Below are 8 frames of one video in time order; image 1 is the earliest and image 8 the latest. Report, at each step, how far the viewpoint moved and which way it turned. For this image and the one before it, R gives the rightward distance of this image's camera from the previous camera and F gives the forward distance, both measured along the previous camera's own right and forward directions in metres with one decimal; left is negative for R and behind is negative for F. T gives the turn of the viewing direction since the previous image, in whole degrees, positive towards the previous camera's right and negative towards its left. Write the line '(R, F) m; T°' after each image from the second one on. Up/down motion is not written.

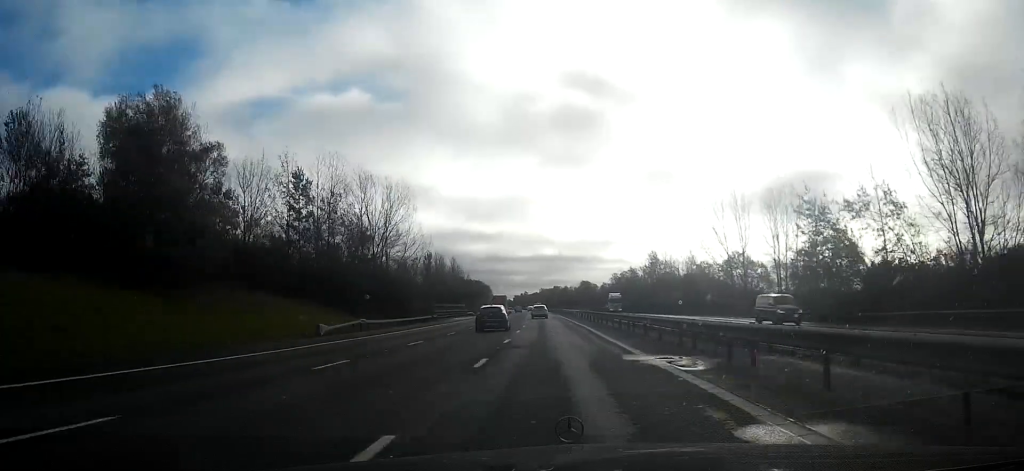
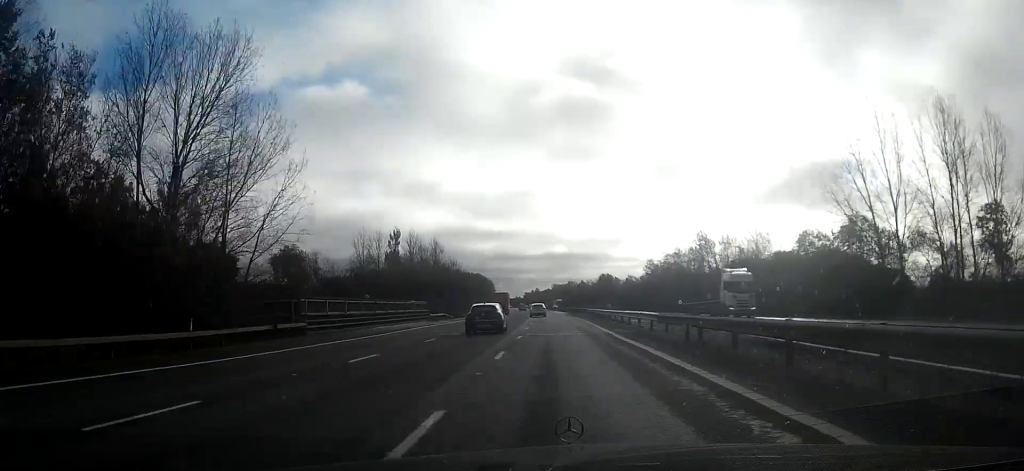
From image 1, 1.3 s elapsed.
(-0.6, +44.5) m; -1°
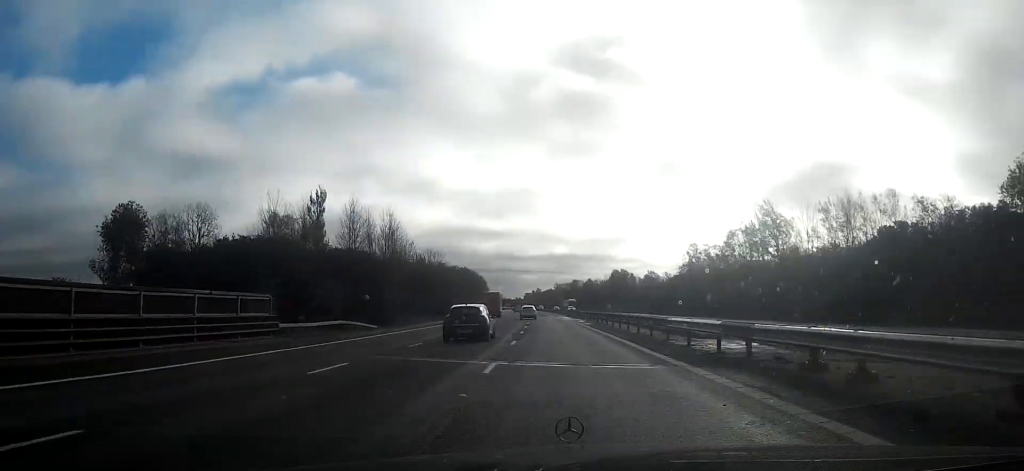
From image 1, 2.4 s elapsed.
(-0.1, +39.4) m; -1°
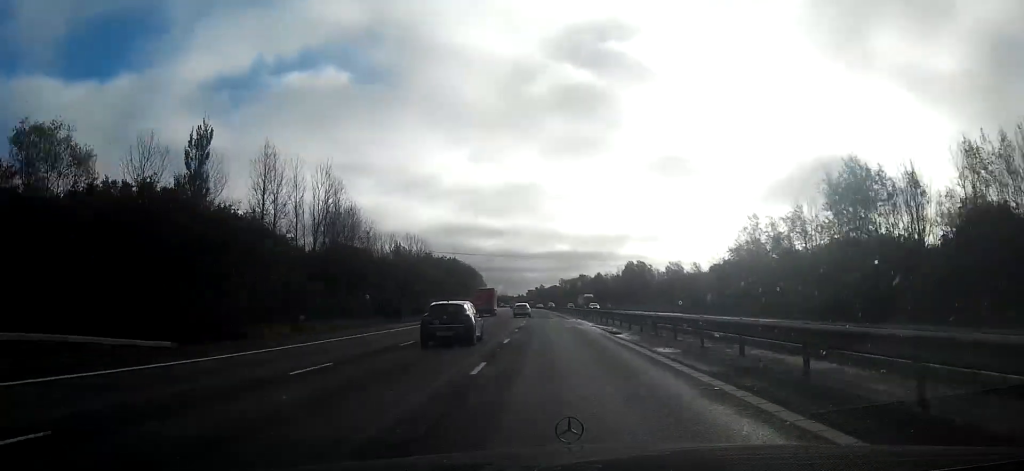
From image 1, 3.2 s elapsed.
(-0.2, +28.1) m; 0°
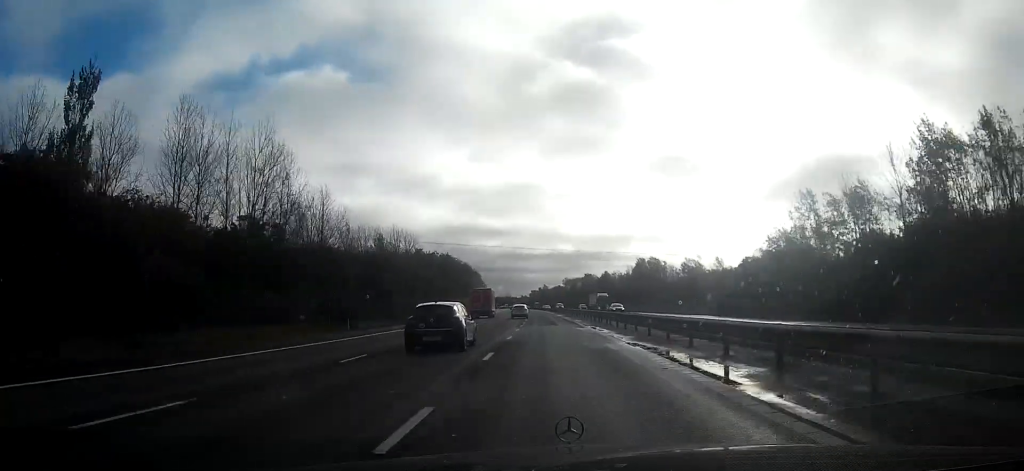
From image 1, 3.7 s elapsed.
(+0.2, +15.3) m; 0°
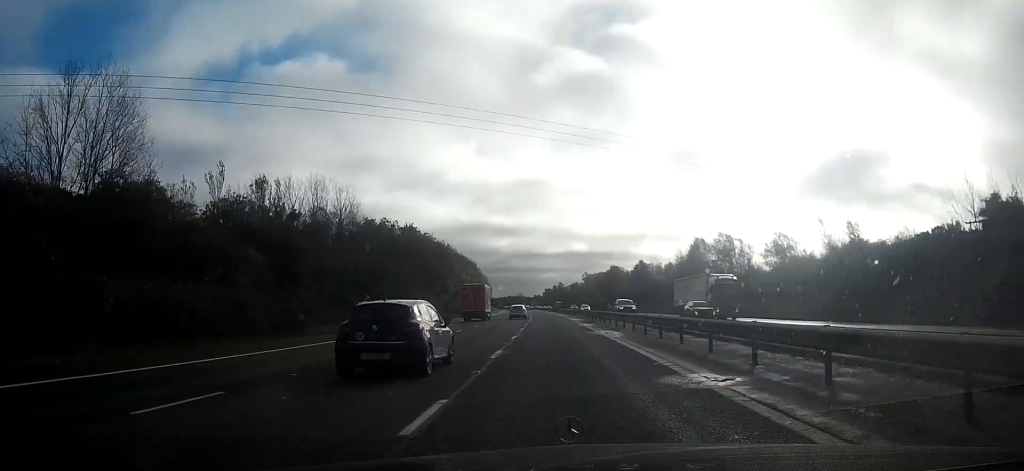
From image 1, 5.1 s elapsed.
(-0.8, +50.2) m; -2°
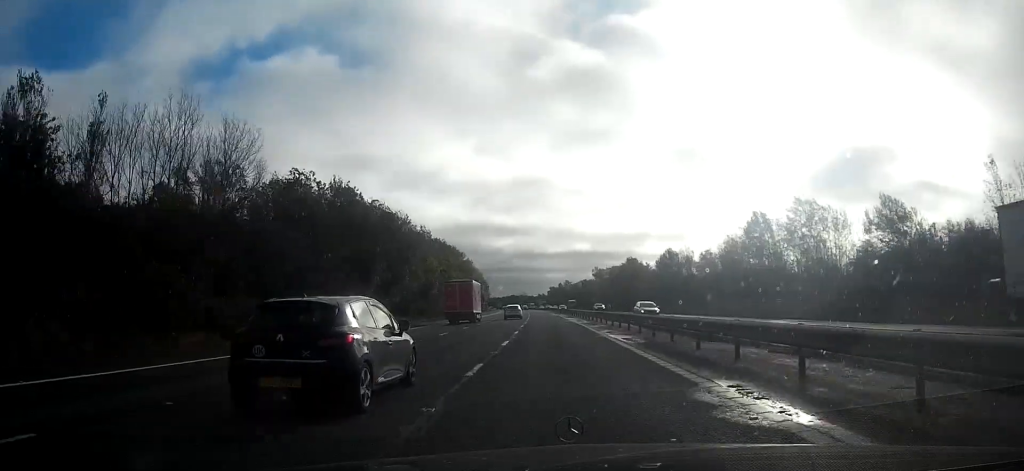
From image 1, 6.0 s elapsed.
(-0.1, +31.3) m; 0°
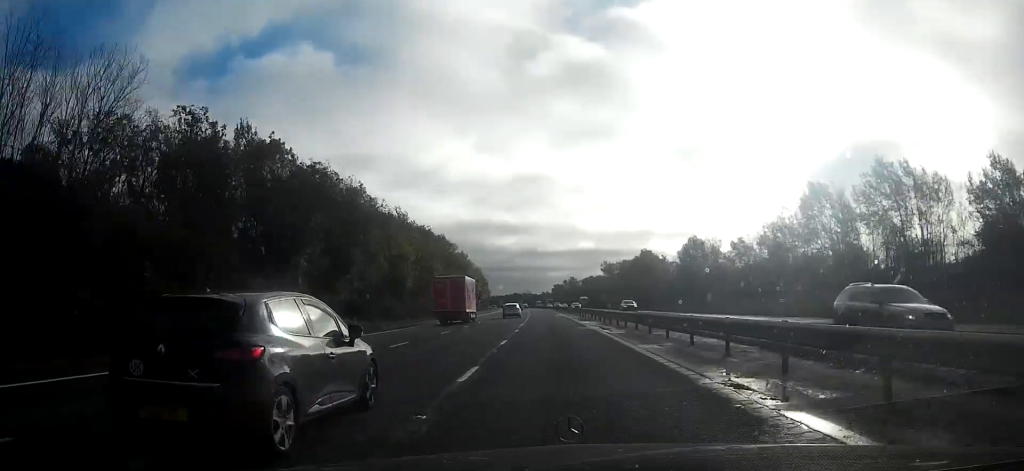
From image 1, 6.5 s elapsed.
(0.0, +18.6) m; 0°
